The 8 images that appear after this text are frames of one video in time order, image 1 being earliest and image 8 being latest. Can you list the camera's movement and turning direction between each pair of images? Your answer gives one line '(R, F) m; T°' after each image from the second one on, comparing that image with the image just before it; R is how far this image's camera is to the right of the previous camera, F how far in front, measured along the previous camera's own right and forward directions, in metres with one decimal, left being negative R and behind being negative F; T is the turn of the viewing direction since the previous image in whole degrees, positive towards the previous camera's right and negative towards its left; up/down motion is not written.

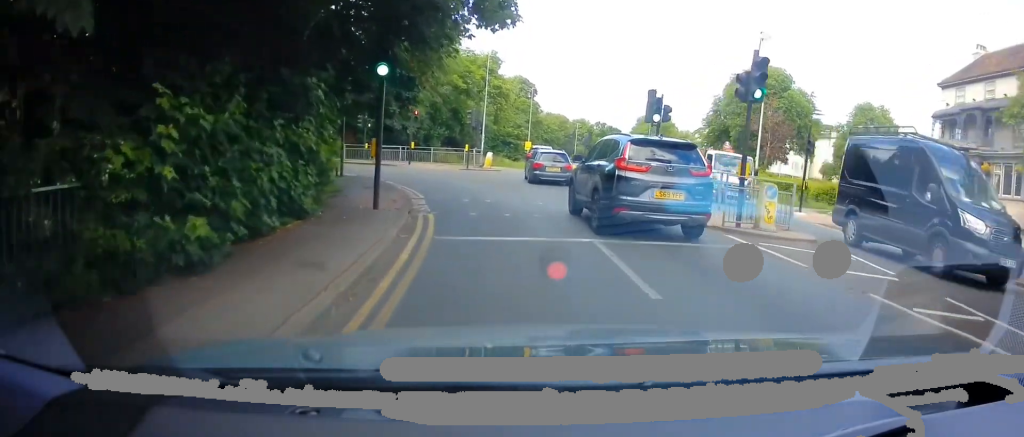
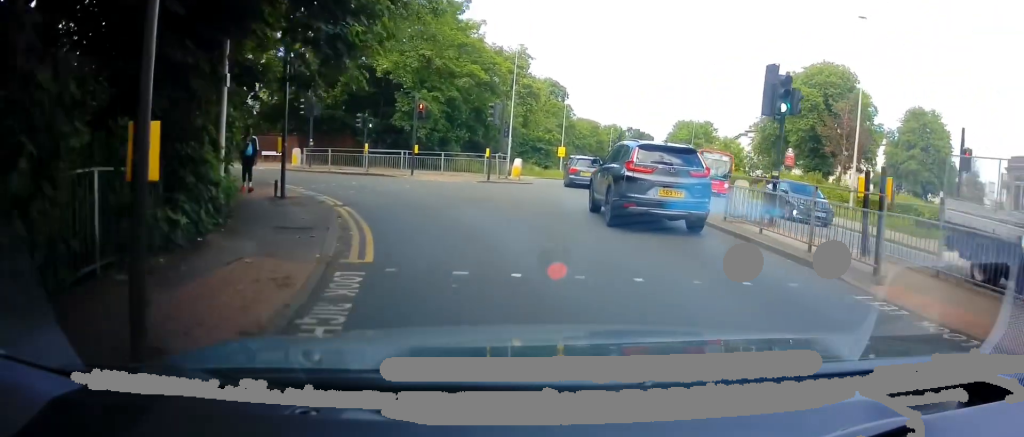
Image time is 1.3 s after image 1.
(+0.1, +8.4) m; -3°
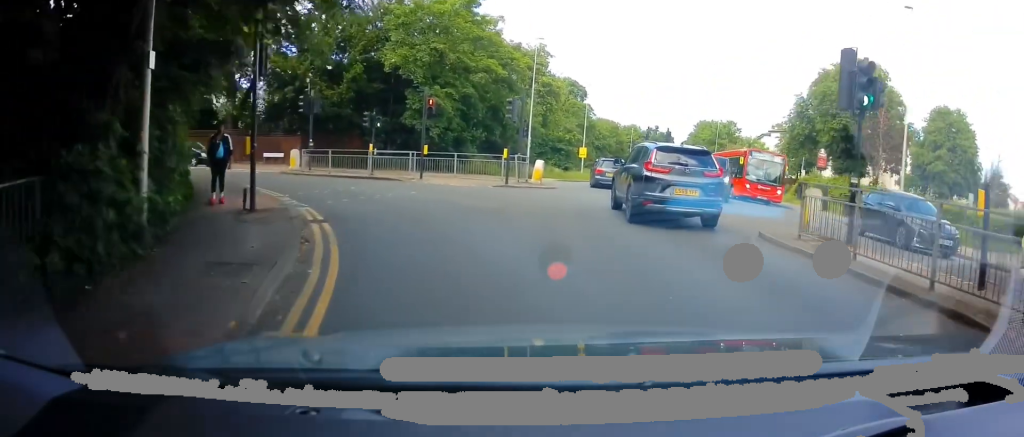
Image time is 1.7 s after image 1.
(0.0, +2.7) m; -3°
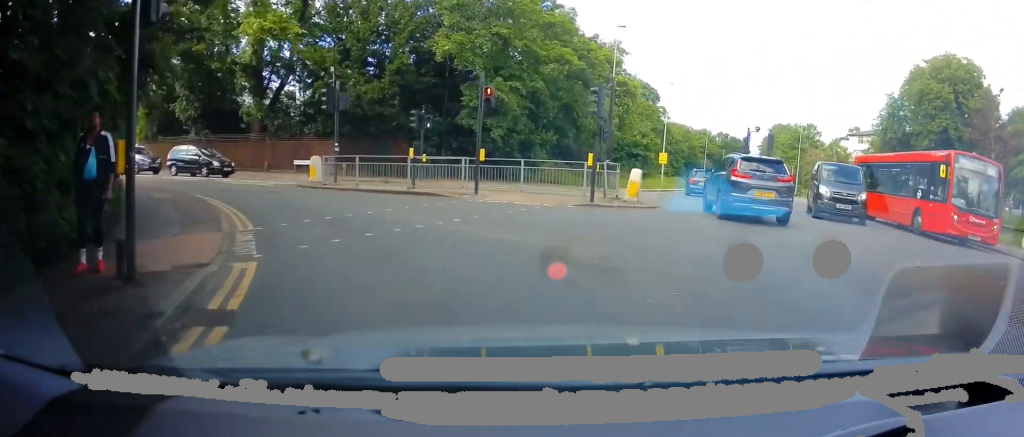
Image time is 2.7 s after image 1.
(-0.4, +5.8) m; -7°
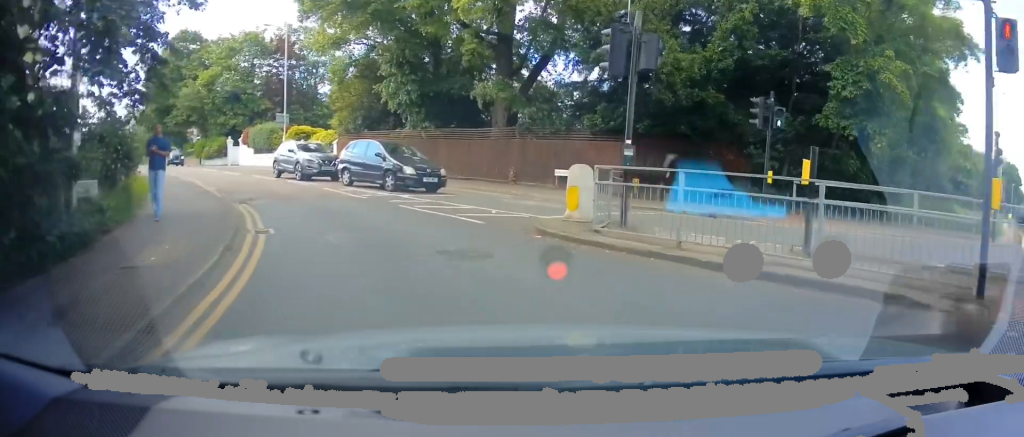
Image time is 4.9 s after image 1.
(-2.9, +11.0) m; -32°
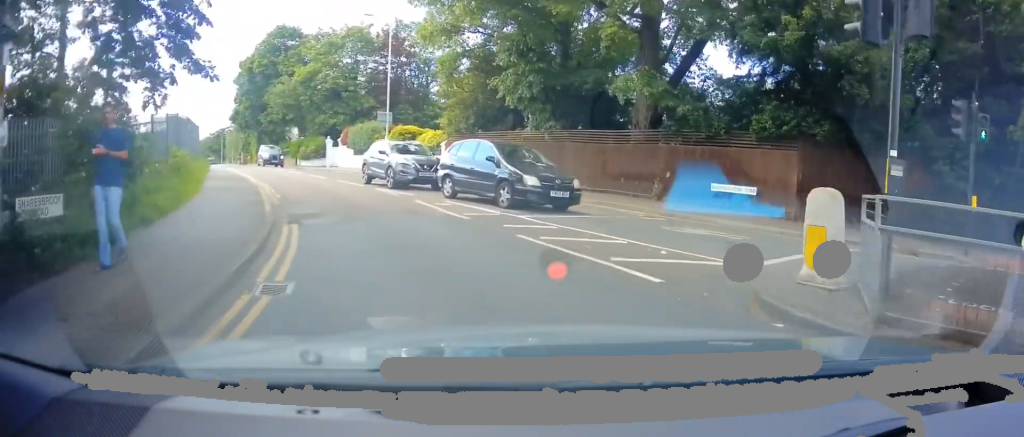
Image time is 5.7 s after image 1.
(-0.2, +4.1) m; -4°
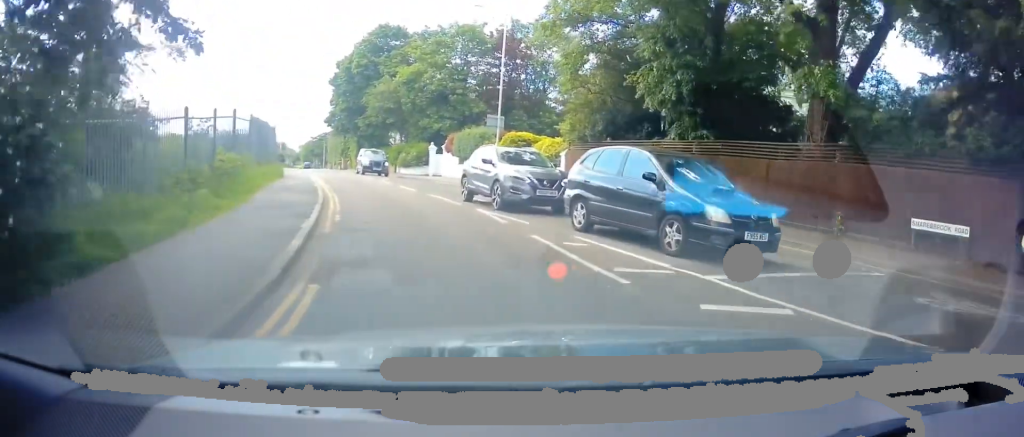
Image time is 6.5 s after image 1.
(-0.2, +4.7) m; -10°
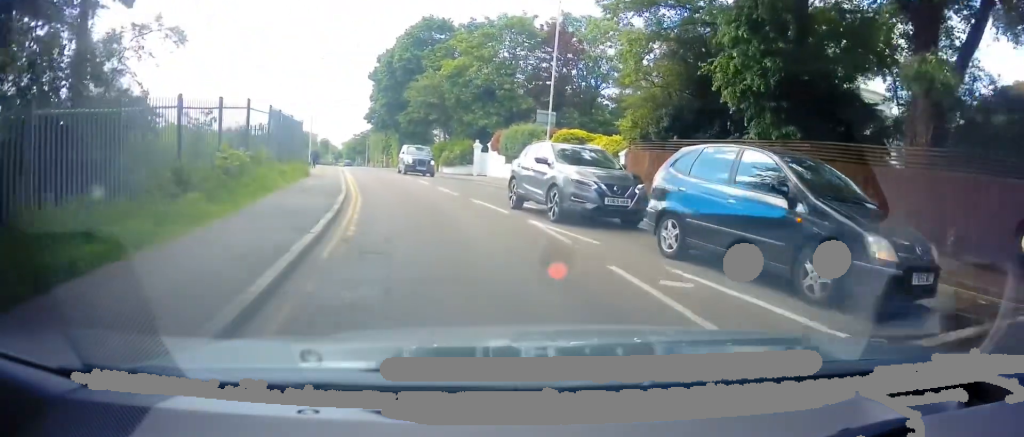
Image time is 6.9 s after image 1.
(+0.2, +2.5) m; -6°
